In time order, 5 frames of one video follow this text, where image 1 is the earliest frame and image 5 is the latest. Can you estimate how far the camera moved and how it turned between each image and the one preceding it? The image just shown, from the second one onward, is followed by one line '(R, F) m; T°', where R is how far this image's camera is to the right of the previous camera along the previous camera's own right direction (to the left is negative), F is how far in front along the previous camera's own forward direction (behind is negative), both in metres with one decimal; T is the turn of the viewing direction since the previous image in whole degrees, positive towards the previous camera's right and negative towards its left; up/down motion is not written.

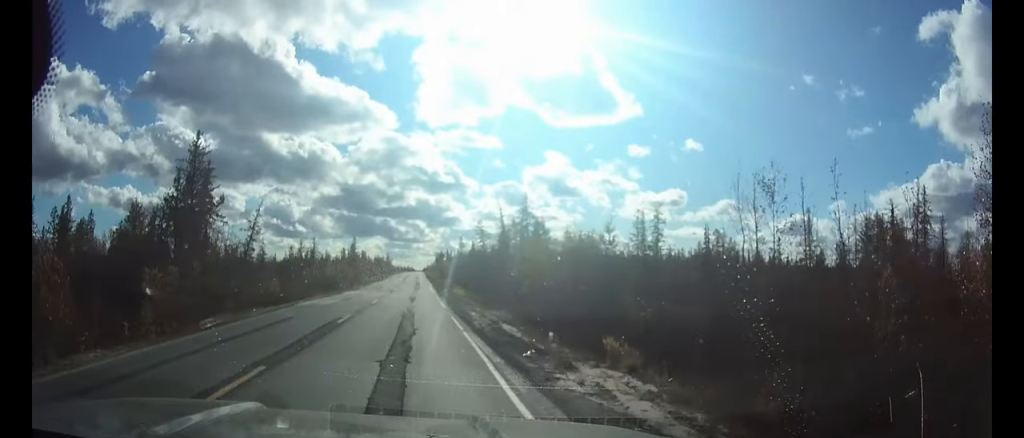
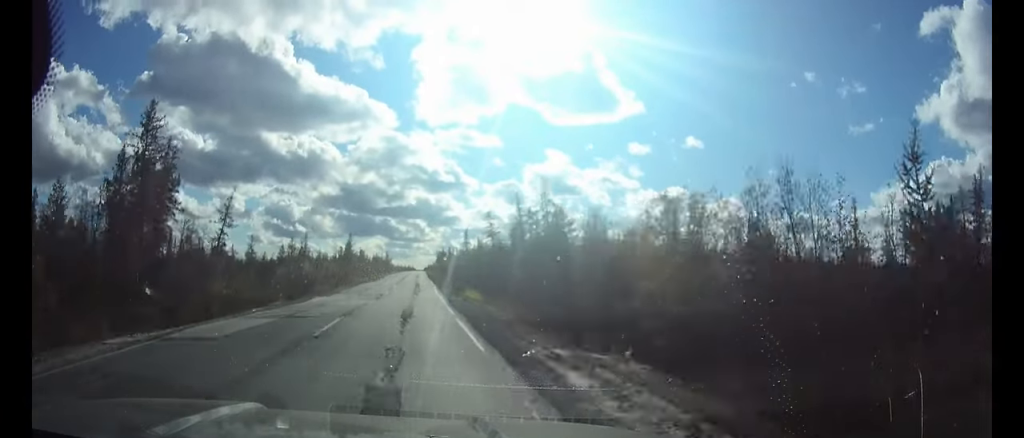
(0.0, +15.0) m; 0°
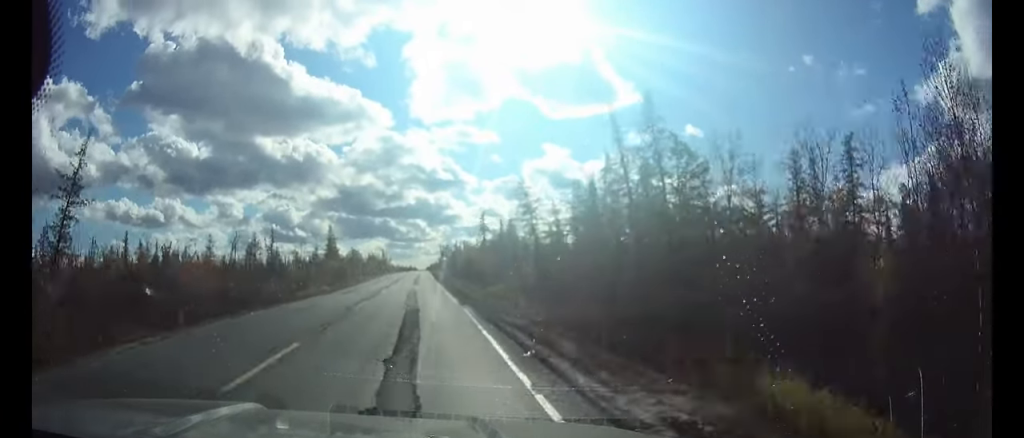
(-0.1, +41.5) m; 0°
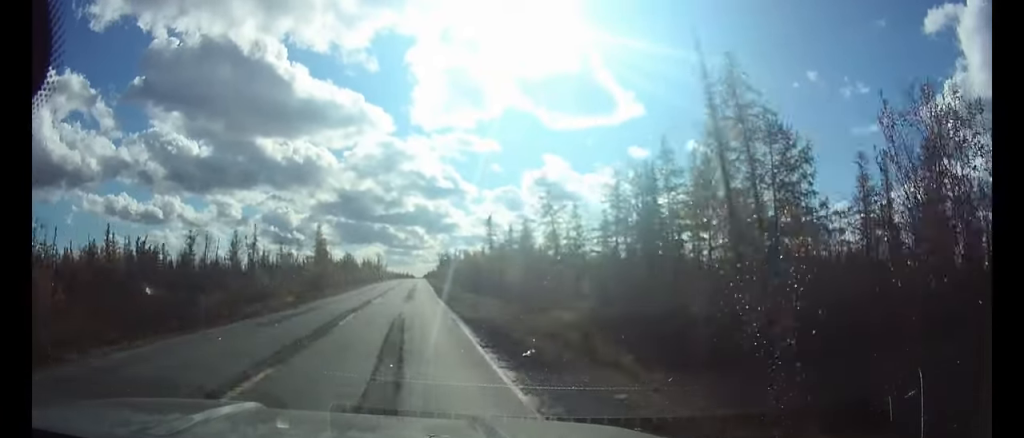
(0.0, +13.6) m; 0°
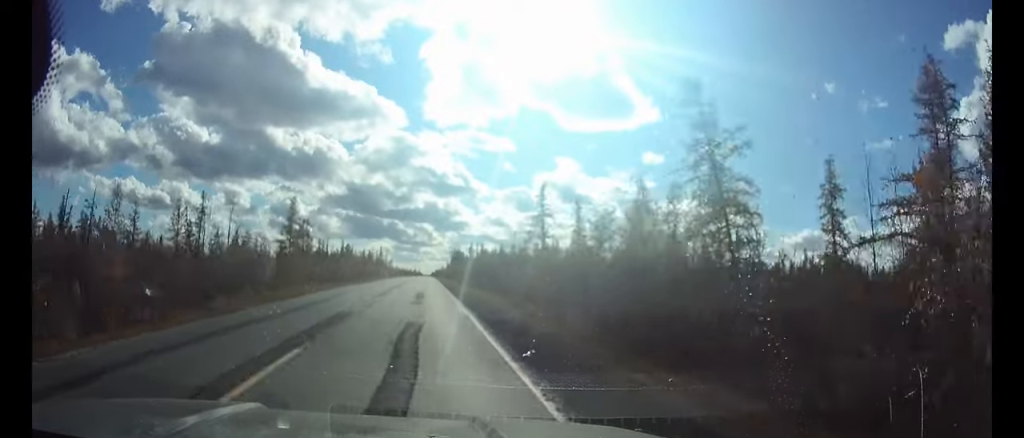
(0.0, +36.2) m; 0°
